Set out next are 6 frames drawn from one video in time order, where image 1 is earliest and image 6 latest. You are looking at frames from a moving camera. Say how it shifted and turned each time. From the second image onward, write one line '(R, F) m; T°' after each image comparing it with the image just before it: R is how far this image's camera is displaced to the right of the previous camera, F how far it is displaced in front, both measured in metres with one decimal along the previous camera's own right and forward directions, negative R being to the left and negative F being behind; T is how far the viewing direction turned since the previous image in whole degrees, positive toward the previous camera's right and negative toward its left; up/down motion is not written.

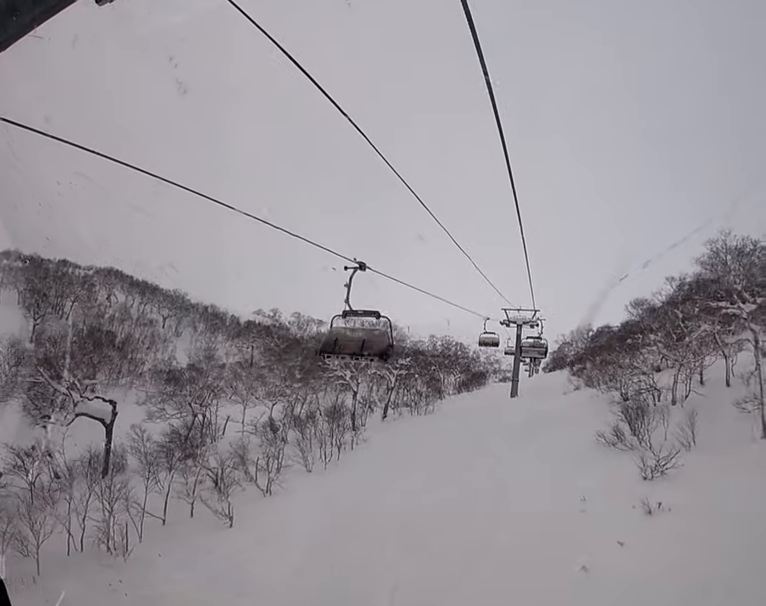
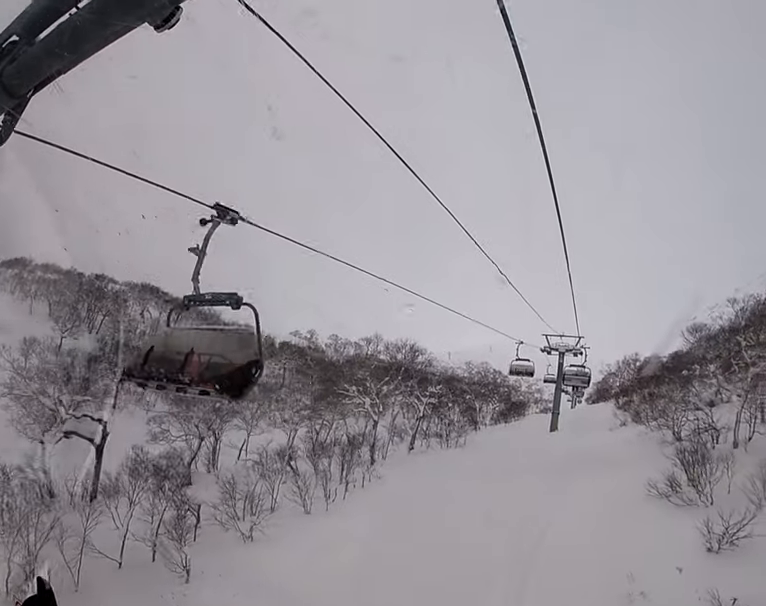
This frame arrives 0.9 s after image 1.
(-0.2, +4.5) m; -3°
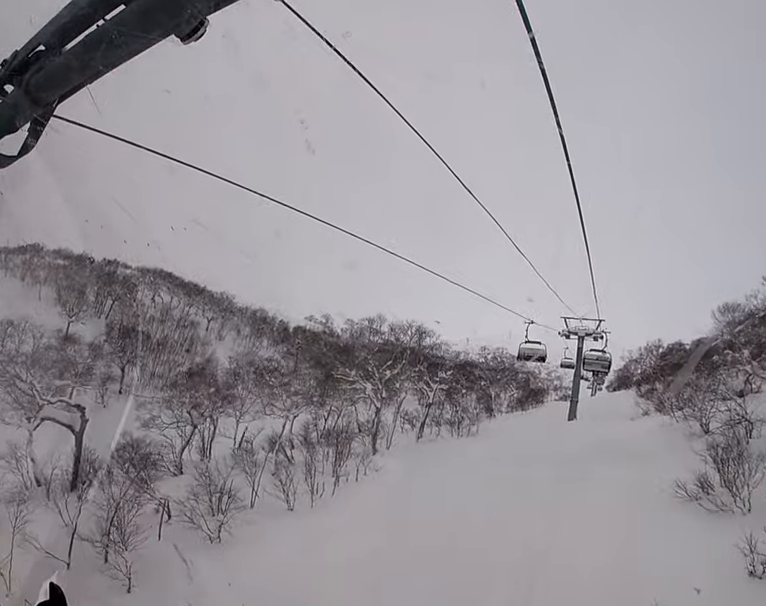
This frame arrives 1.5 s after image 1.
(0.0, +3.4) m; 0°
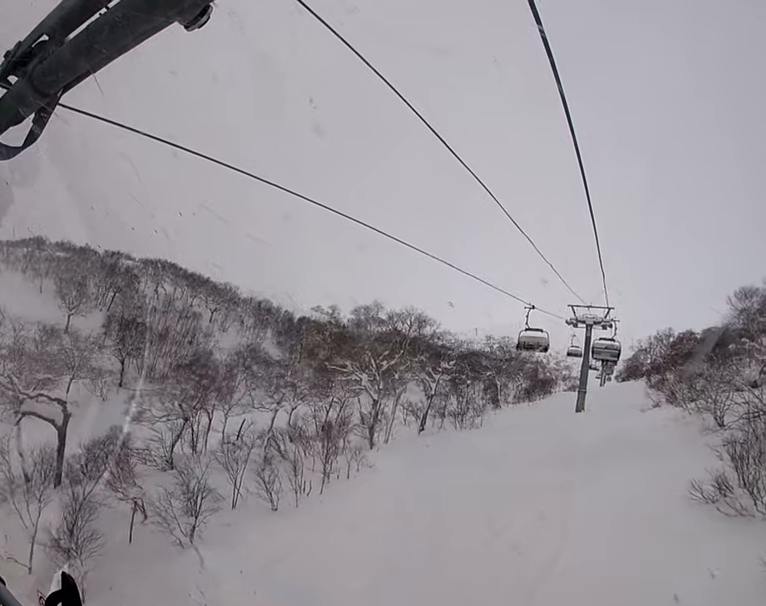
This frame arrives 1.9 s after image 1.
(0.0, +2.0) m; 0°
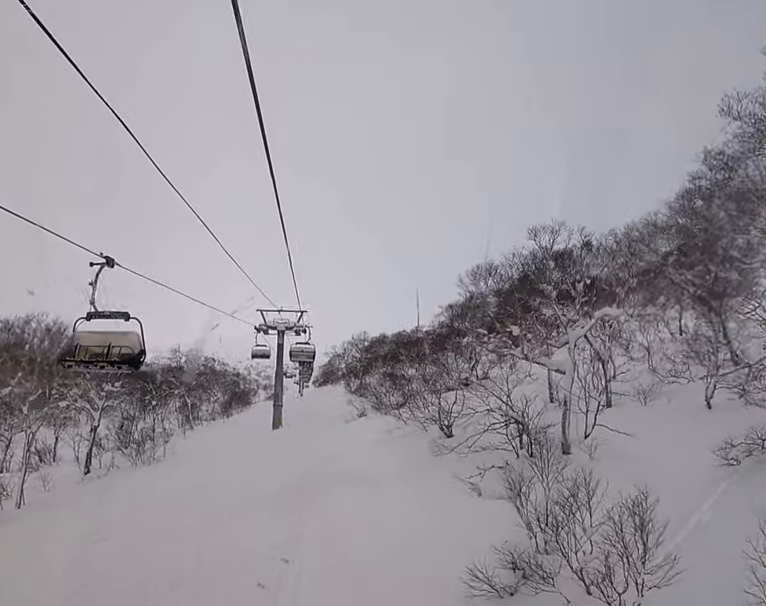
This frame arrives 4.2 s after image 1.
(+0.2, +11.1) m; +18°
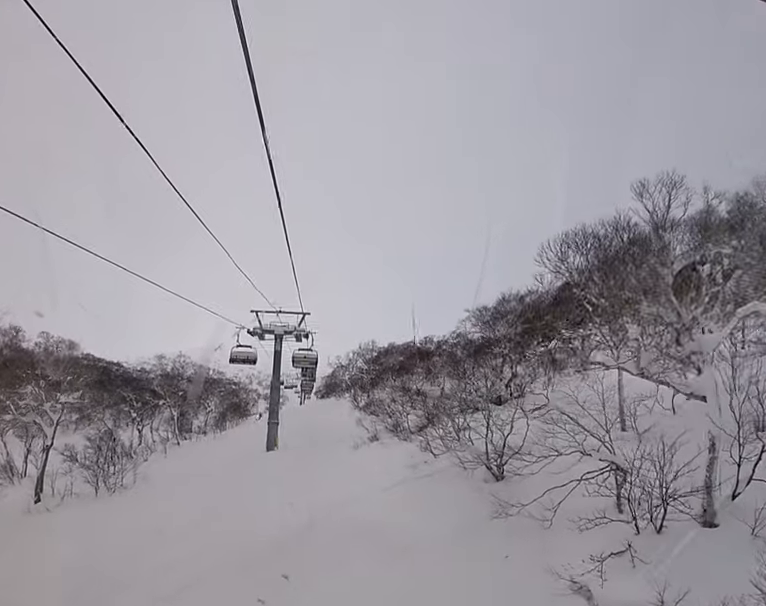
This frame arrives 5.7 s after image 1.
(+0.6, +7.0) m; -9°
